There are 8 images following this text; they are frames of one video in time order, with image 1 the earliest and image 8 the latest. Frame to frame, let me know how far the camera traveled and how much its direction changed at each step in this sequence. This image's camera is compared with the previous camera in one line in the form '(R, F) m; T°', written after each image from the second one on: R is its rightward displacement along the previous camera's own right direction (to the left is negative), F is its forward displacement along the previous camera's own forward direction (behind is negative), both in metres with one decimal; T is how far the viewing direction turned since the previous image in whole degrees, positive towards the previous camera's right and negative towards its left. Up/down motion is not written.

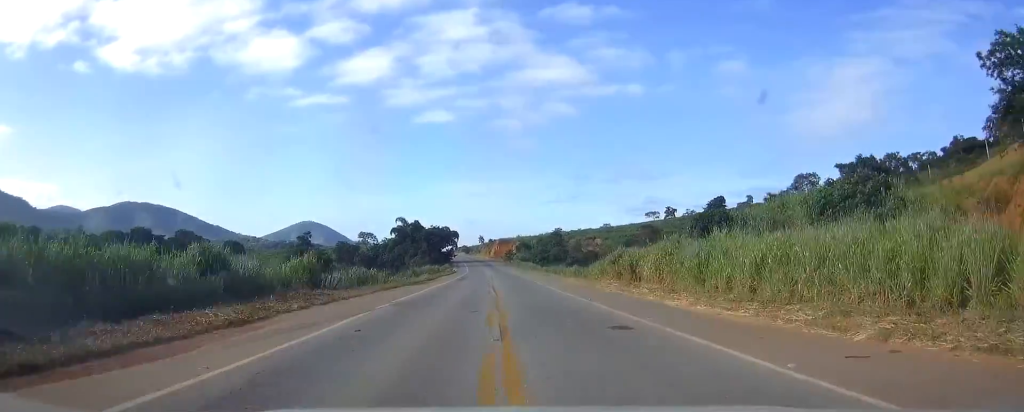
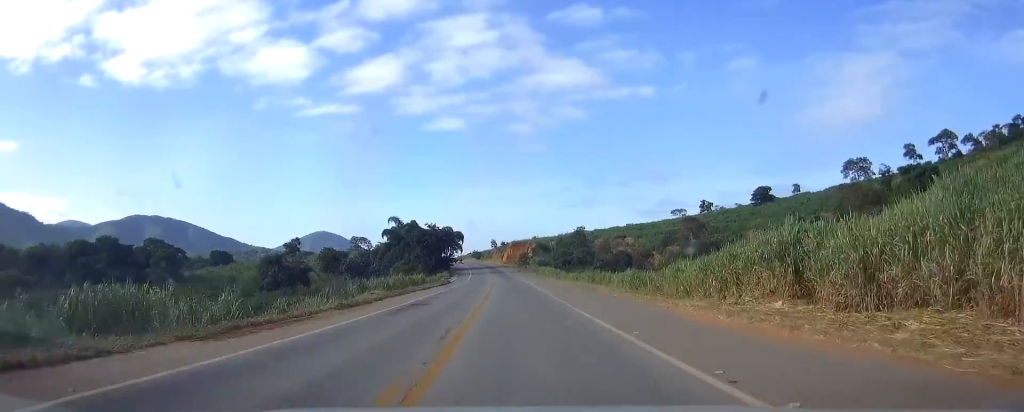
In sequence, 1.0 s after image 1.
(+0.1, +33.7) m; 0°
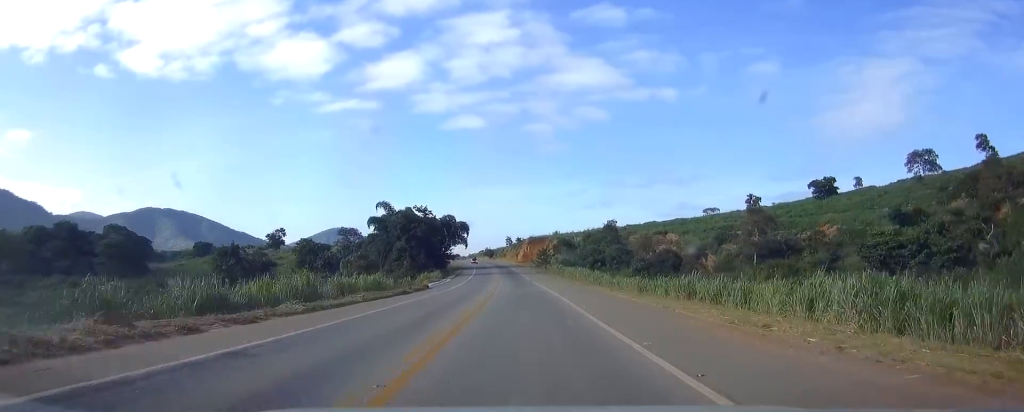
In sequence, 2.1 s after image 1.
(0.0, +34.2) m; -1°
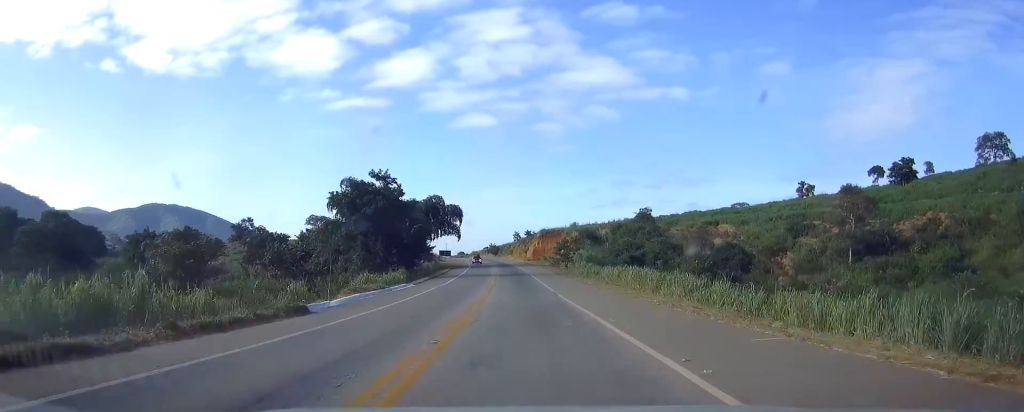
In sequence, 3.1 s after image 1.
(-0.5, +35.6) m; -2°
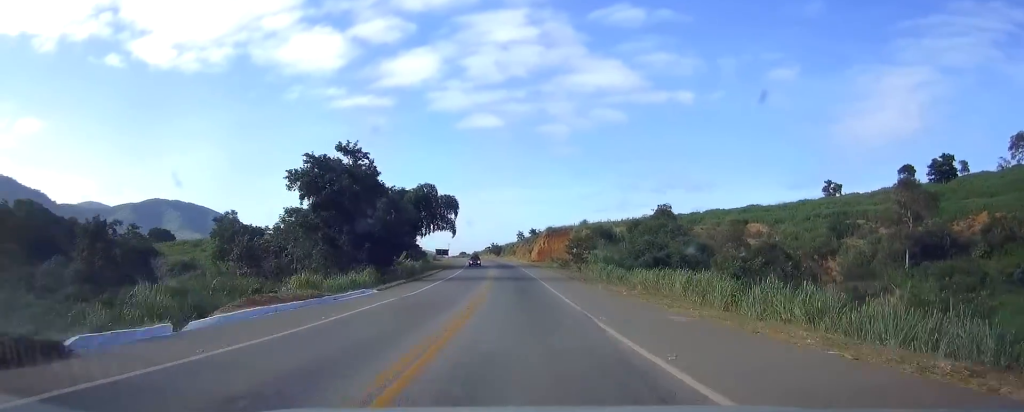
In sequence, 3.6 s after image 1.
(-0.1, +14.5) m; 0°
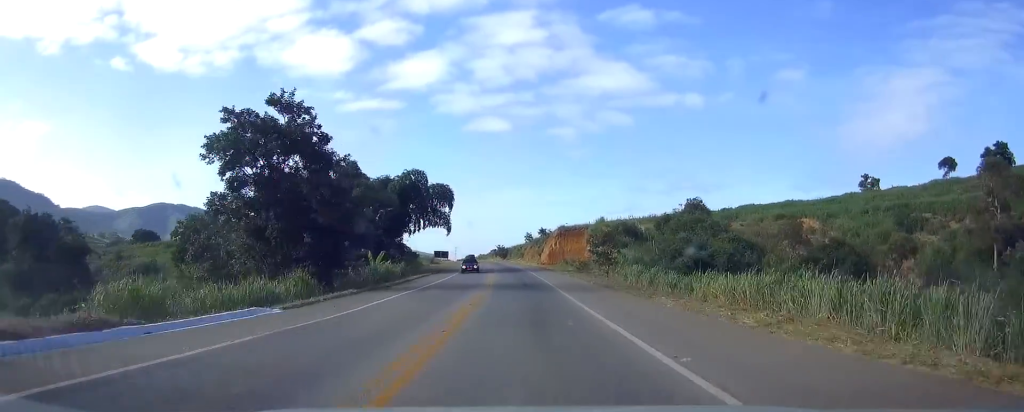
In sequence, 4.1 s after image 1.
(0.0, +16.7) m; 0°
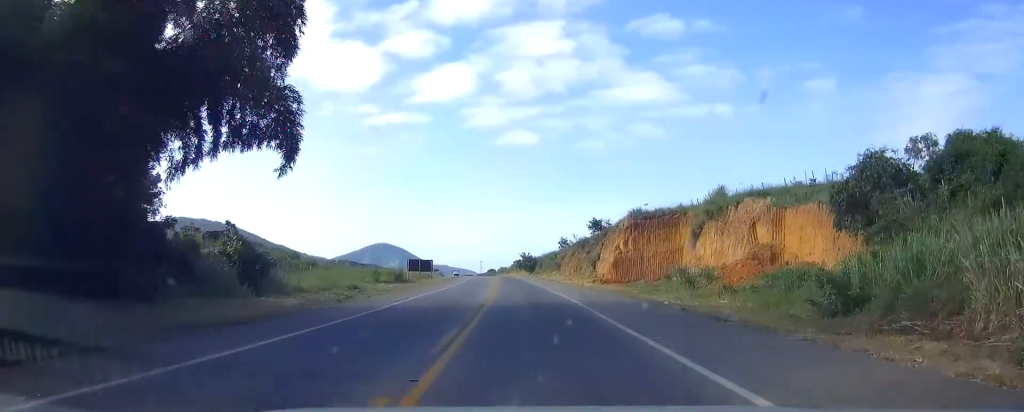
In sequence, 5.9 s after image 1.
(-0.8, +61.0) m; -2°
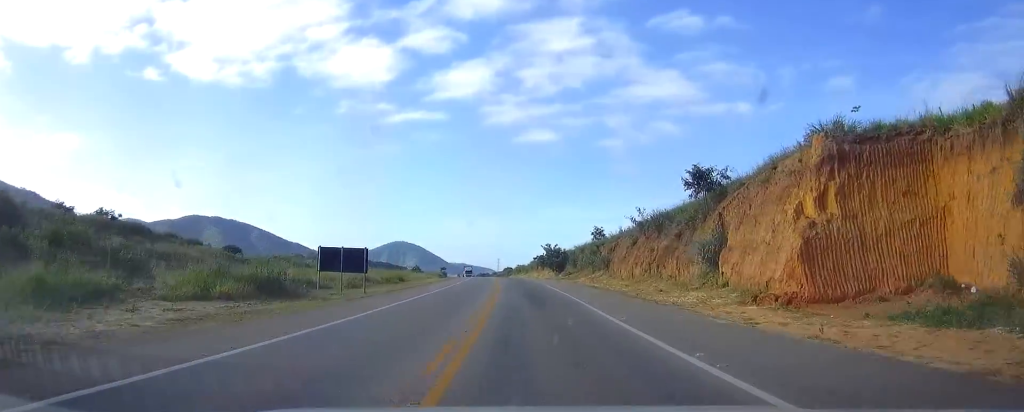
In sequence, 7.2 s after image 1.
(-0.7, +42.9) m; -2°
